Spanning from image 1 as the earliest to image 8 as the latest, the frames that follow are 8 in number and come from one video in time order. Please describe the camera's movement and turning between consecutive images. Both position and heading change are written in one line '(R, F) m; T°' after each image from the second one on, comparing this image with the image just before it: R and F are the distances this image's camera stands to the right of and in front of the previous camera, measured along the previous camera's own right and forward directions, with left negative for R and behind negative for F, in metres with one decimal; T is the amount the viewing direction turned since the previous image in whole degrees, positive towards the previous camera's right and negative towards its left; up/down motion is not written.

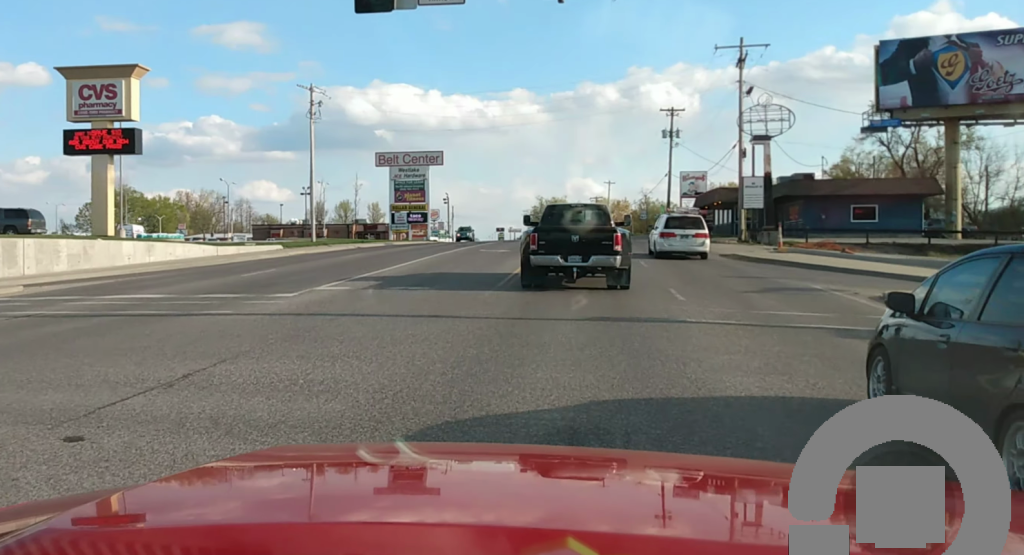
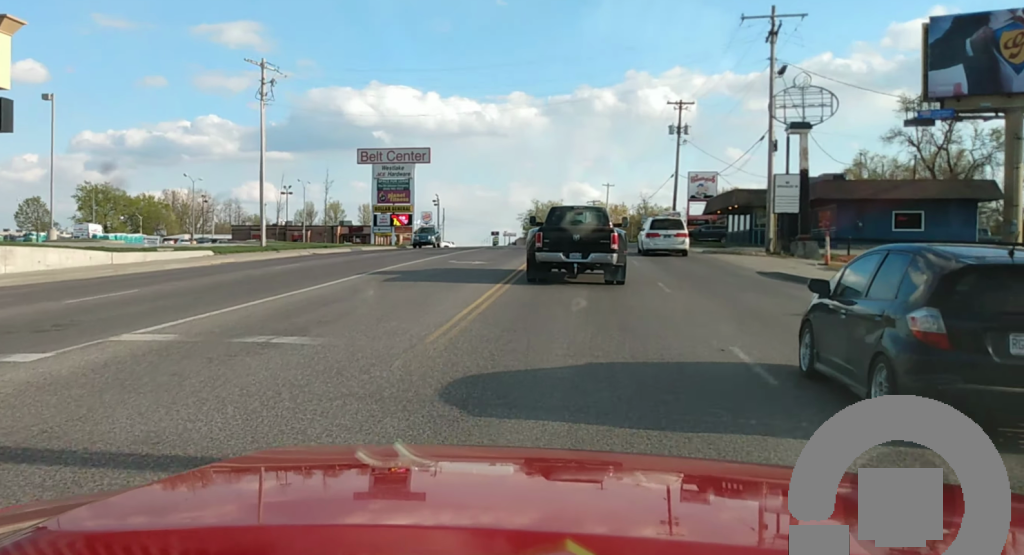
(0.0, +8.8) m; +2°
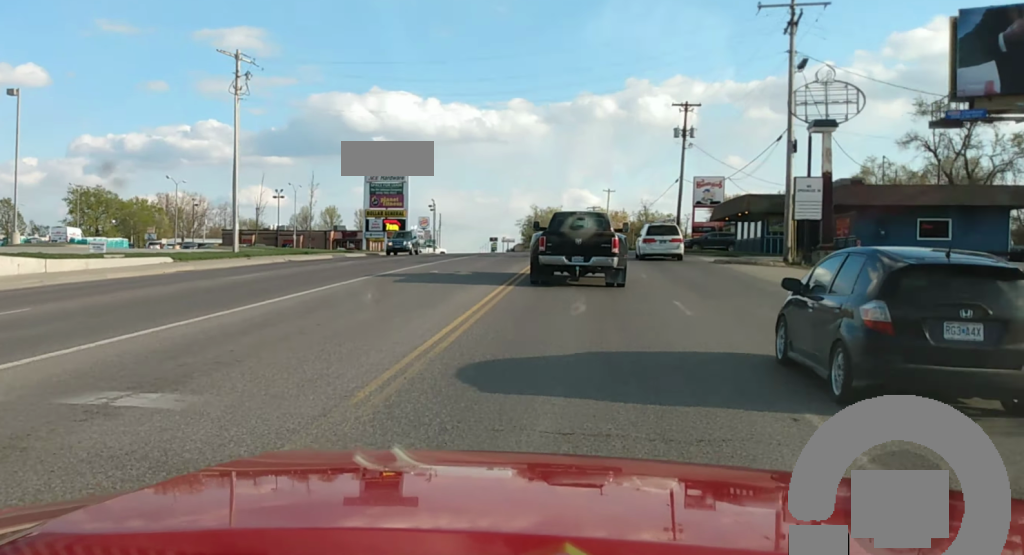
(+0.1, +3.6) m; +1°
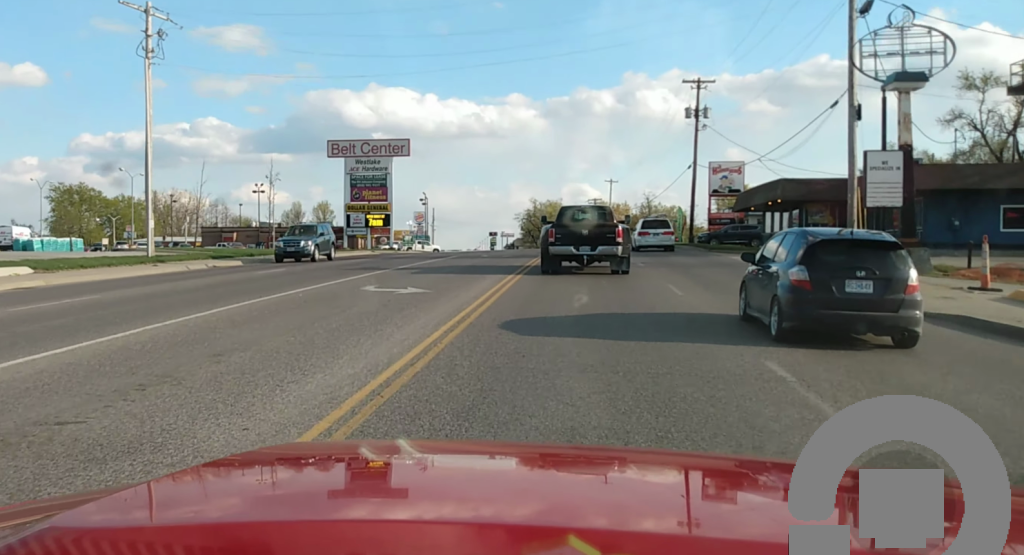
(+0.1, +9.1) m; +1°
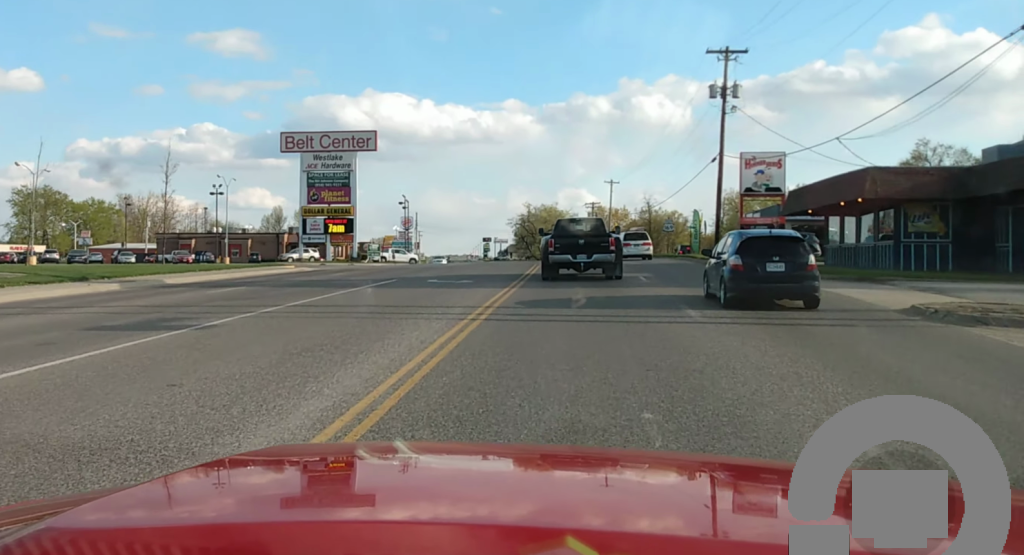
(-0.1, +14.9) m; -1°
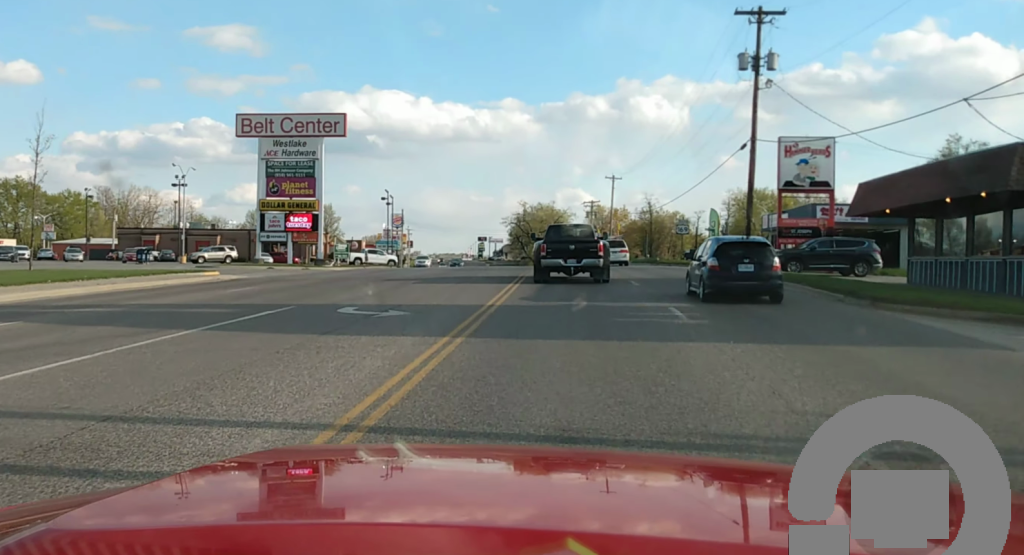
(-0.1, +11.3) m; 0°
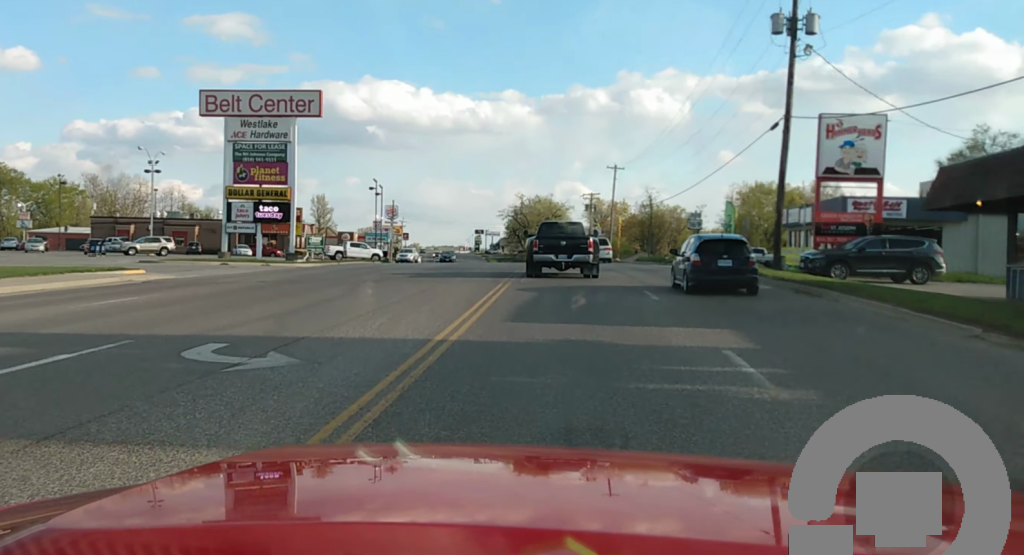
(0.0, +7.5) m; +1°
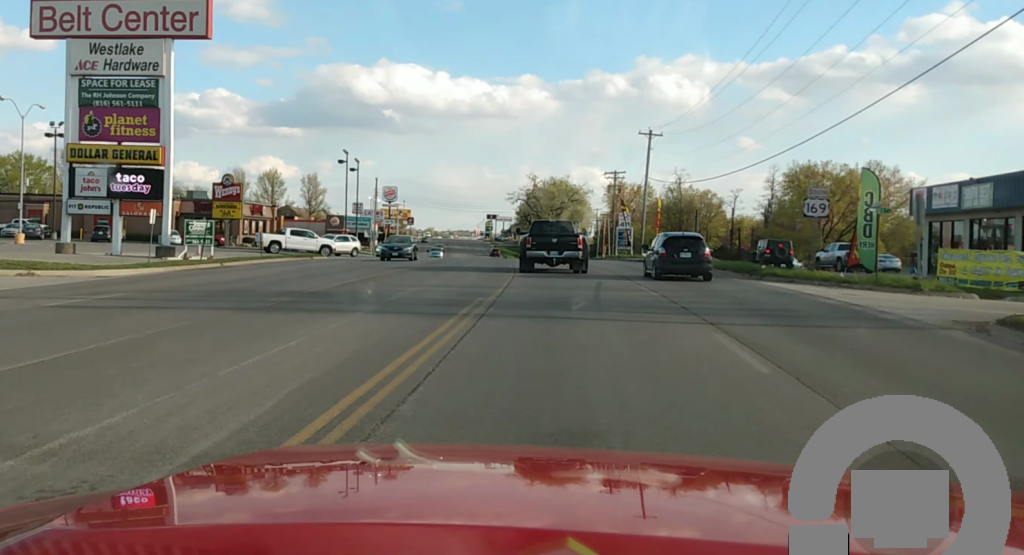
(+0.7, +23.7) m; 0°
